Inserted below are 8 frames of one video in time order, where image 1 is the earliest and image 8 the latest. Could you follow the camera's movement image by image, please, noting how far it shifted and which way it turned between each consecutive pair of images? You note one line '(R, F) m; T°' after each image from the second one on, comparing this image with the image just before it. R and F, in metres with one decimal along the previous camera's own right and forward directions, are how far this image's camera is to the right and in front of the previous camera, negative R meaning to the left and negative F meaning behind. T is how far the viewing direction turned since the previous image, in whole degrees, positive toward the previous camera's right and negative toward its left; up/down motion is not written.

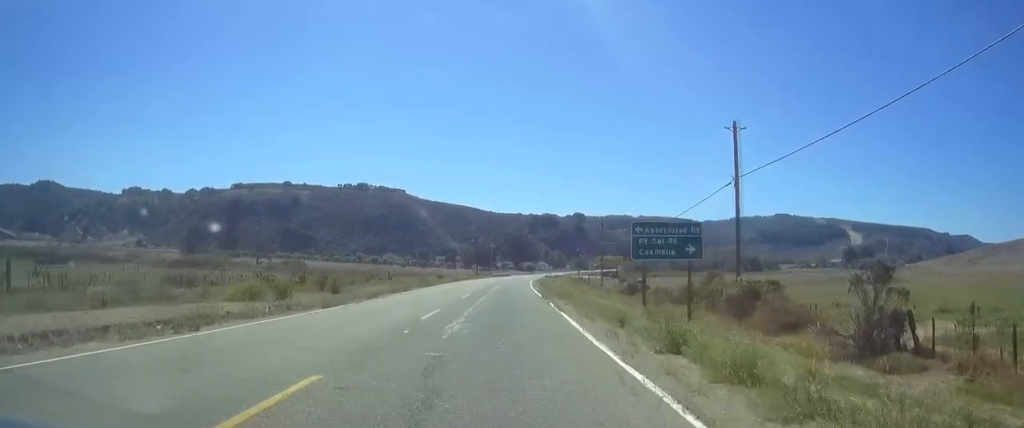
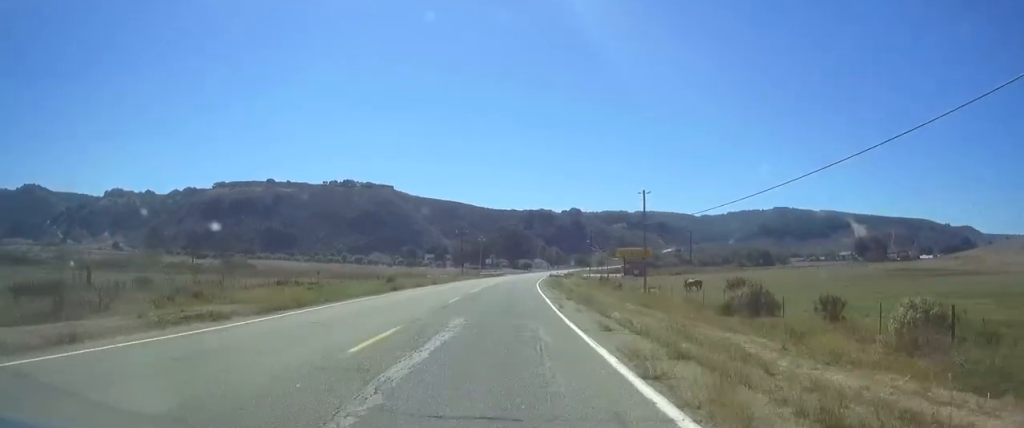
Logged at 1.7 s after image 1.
(+0.1, +38.5) m; +1°
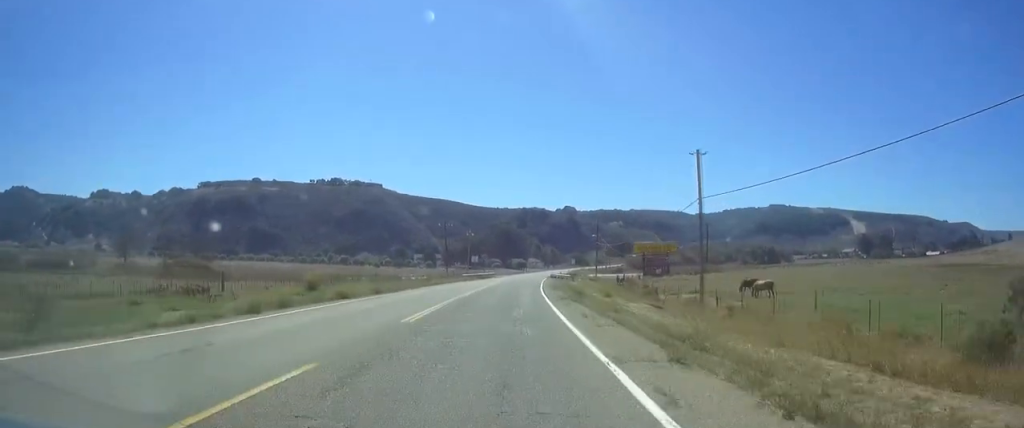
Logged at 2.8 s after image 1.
(+0.1, +23.4) m; +1°
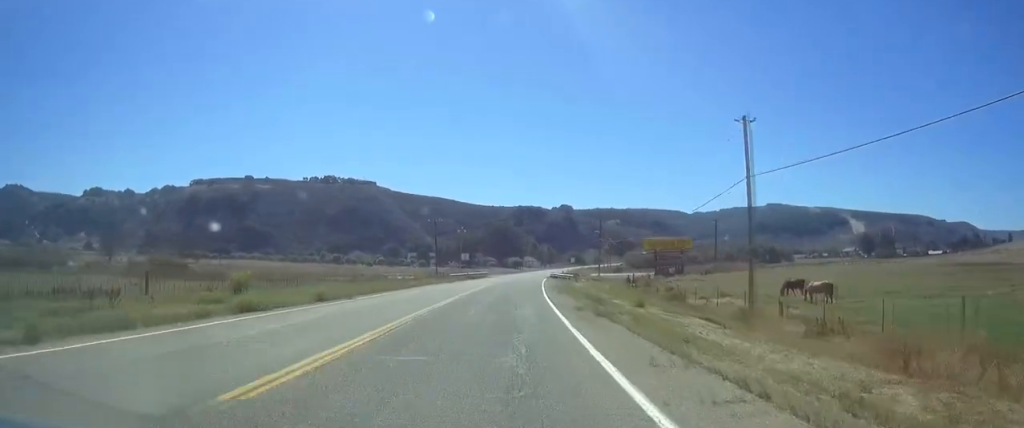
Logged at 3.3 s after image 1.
(-0.1, +10.9) m; 0°
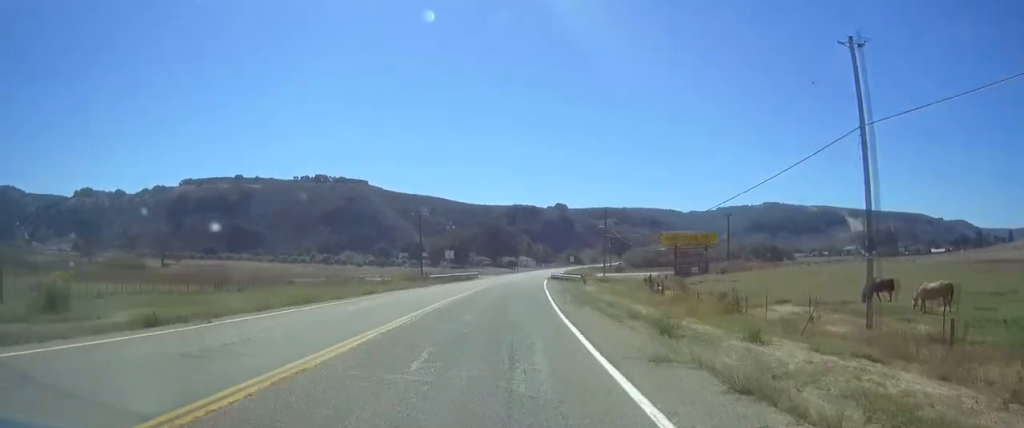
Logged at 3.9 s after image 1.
(+0.2, +13.3) m; +1°
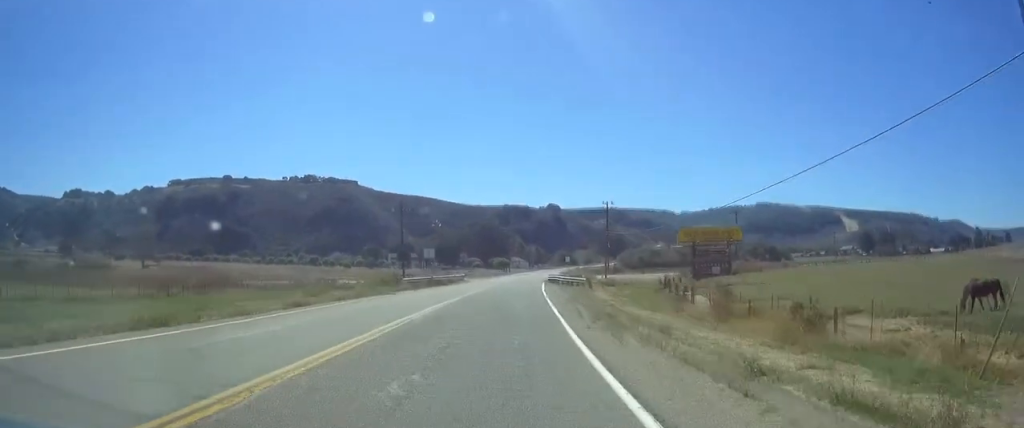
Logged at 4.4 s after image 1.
(+0.1, +10.4) m; 0°
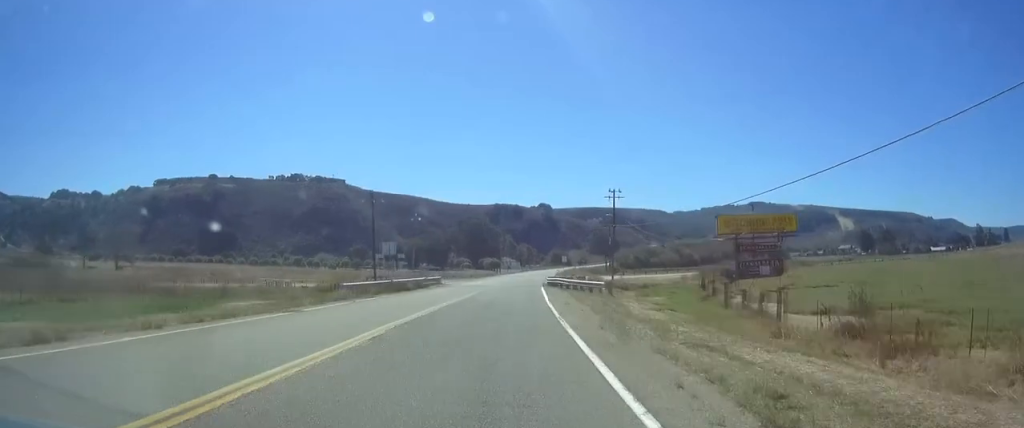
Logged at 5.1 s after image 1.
(0.0, +14.3) m; 0°
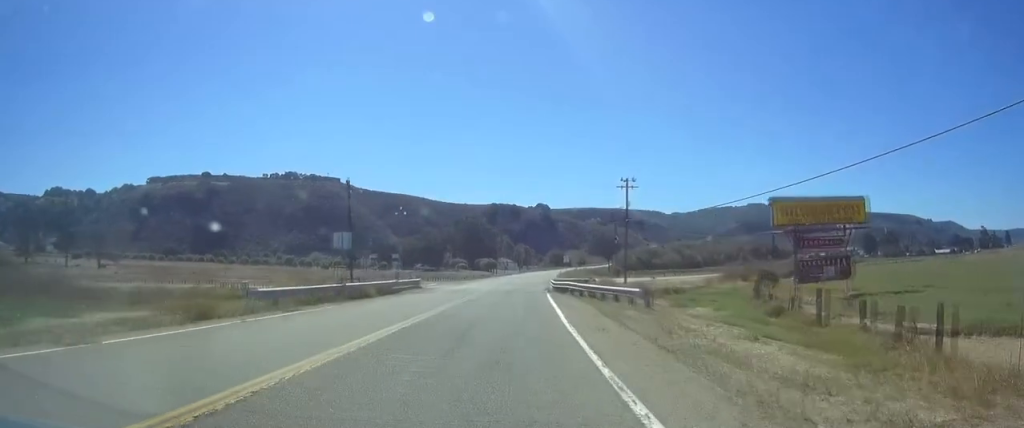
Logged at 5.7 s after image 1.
(0.0, +11.0) m; 0°
